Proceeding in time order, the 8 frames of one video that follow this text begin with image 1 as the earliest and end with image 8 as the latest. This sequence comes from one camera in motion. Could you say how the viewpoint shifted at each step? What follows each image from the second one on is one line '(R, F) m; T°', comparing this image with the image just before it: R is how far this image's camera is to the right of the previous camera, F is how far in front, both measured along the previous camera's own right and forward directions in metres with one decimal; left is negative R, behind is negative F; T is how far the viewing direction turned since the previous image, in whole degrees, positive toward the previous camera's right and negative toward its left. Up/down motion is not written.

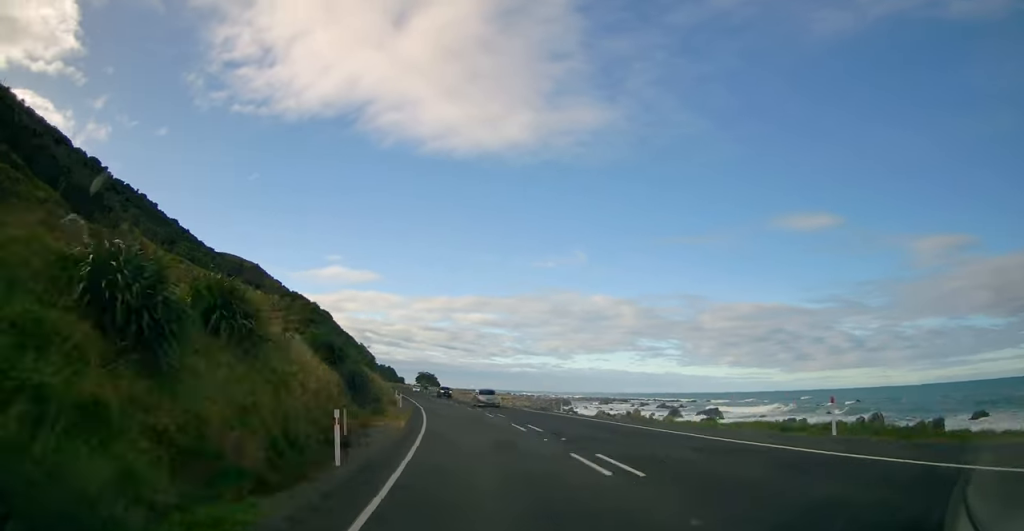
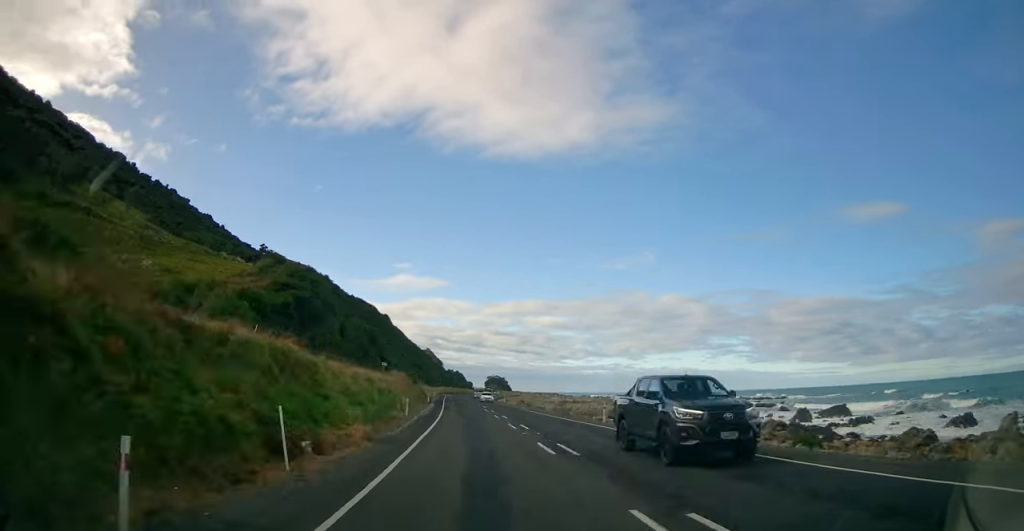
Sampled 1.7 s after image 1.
(-1.9, +34.9) m; -4°
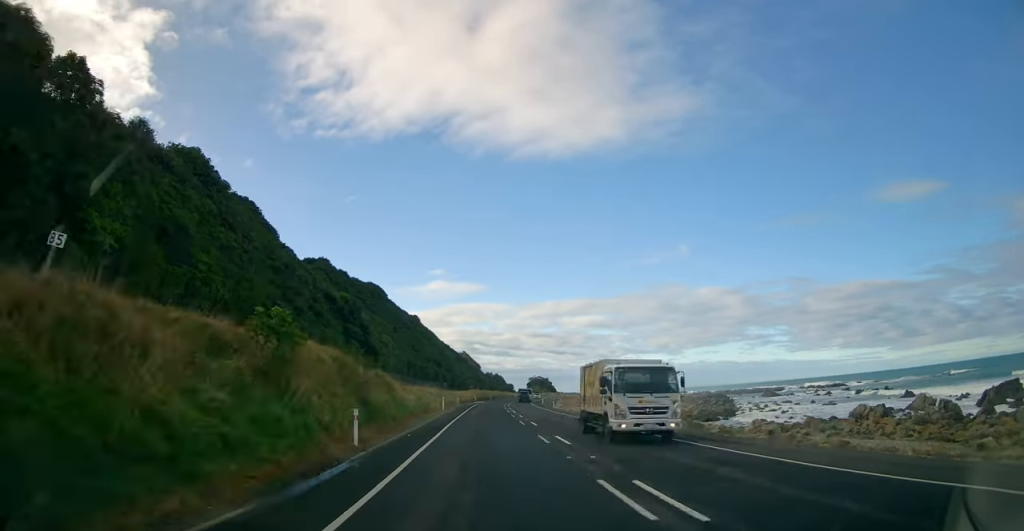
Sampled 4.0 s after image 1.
(-2.1, +47.6) m; -3°
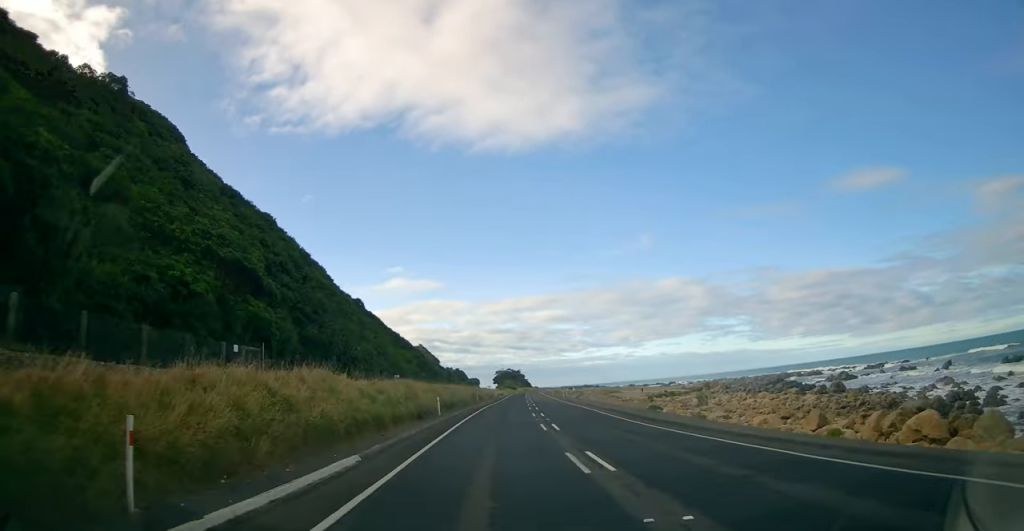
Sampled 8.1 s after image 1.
(+0.8, +86.7) m; +4°
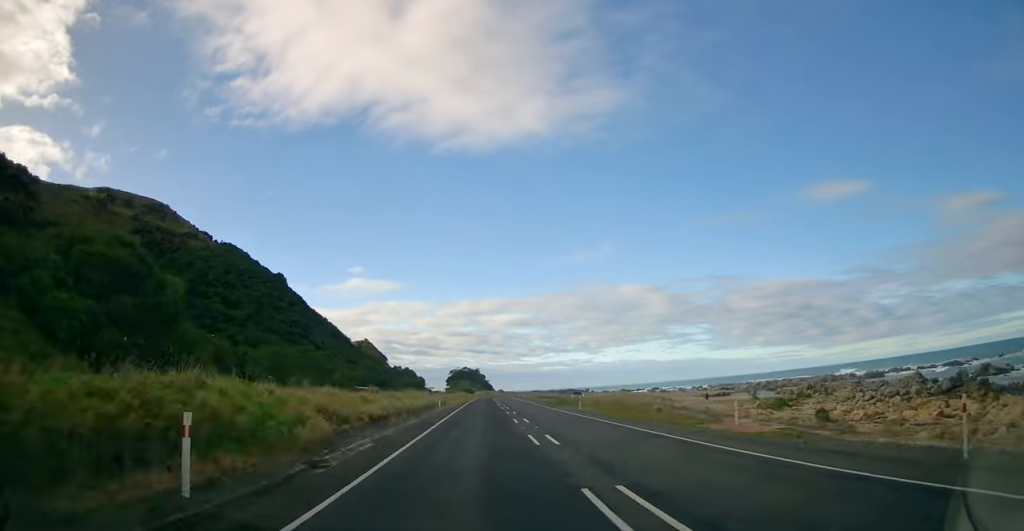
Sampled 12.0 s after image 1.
(+3.8, +85.1) m; +3°
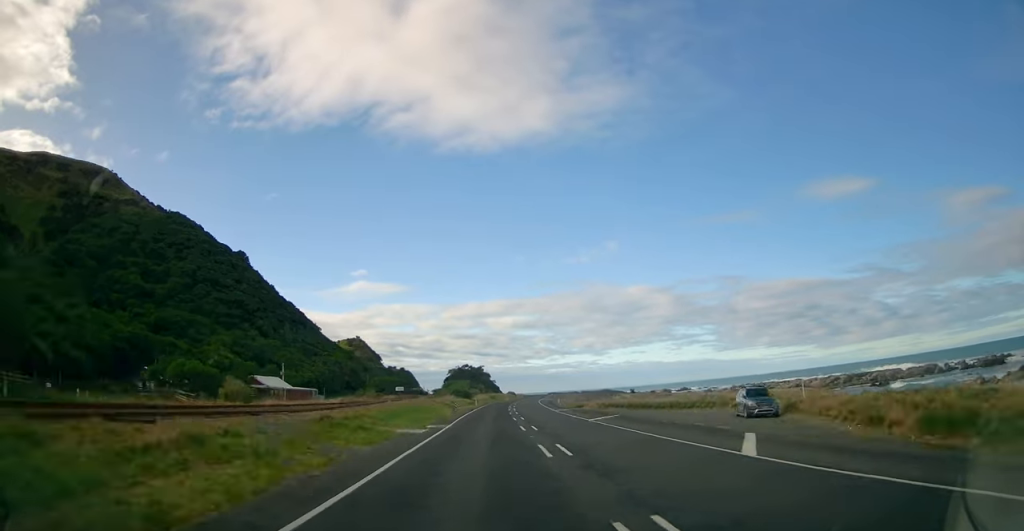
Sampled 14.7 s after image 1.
(0.0, +60.1) m; +1°
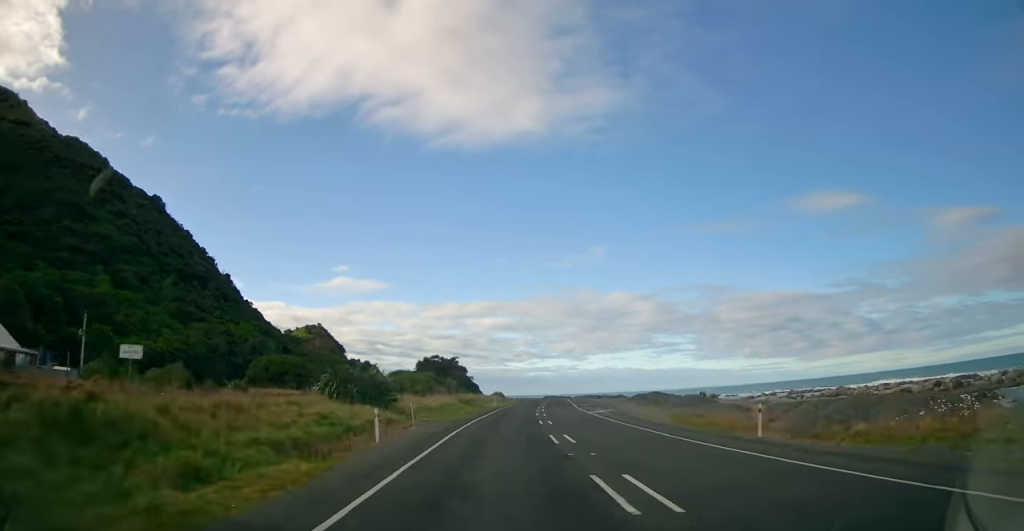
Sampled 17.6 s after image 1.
(+0.7, +64.6) m; +3°
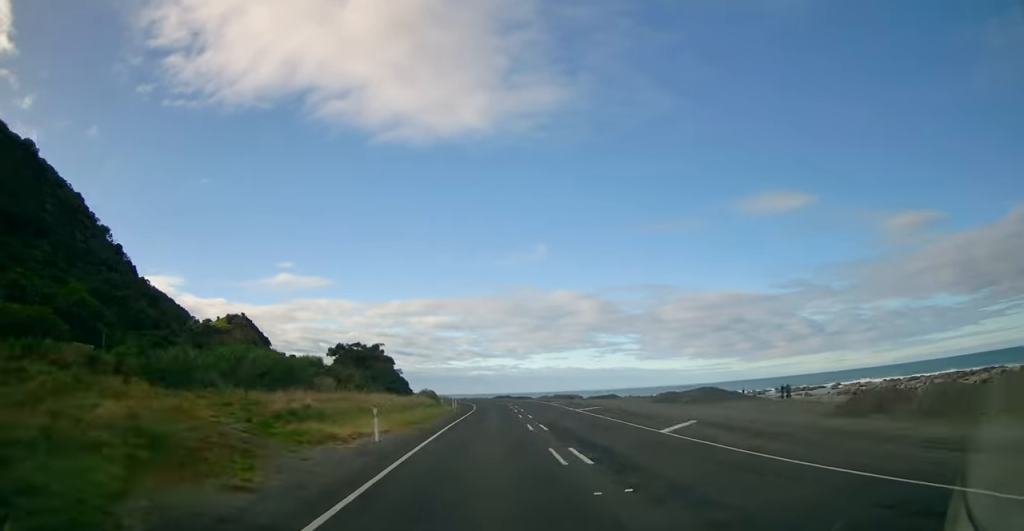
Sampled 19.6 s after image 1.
(+1.1, +44.2) m; +1°
